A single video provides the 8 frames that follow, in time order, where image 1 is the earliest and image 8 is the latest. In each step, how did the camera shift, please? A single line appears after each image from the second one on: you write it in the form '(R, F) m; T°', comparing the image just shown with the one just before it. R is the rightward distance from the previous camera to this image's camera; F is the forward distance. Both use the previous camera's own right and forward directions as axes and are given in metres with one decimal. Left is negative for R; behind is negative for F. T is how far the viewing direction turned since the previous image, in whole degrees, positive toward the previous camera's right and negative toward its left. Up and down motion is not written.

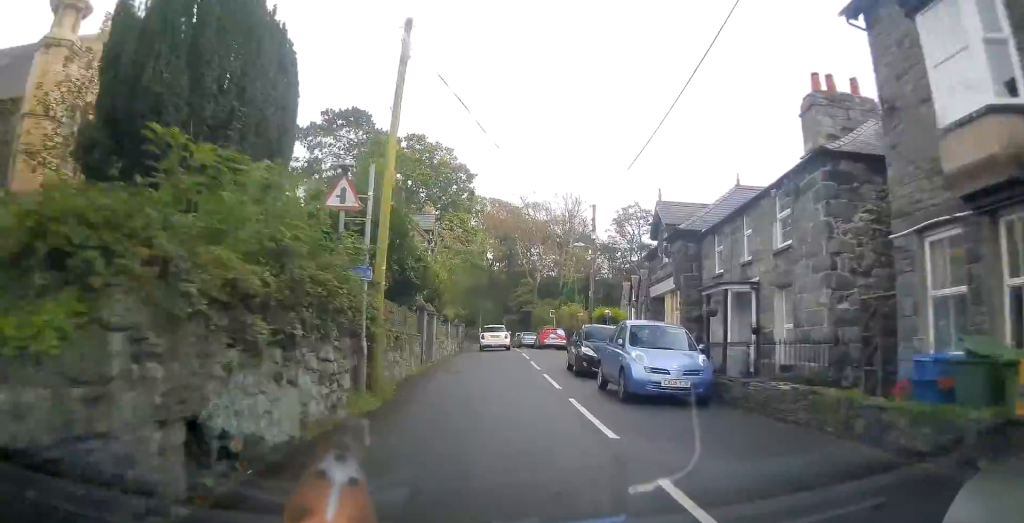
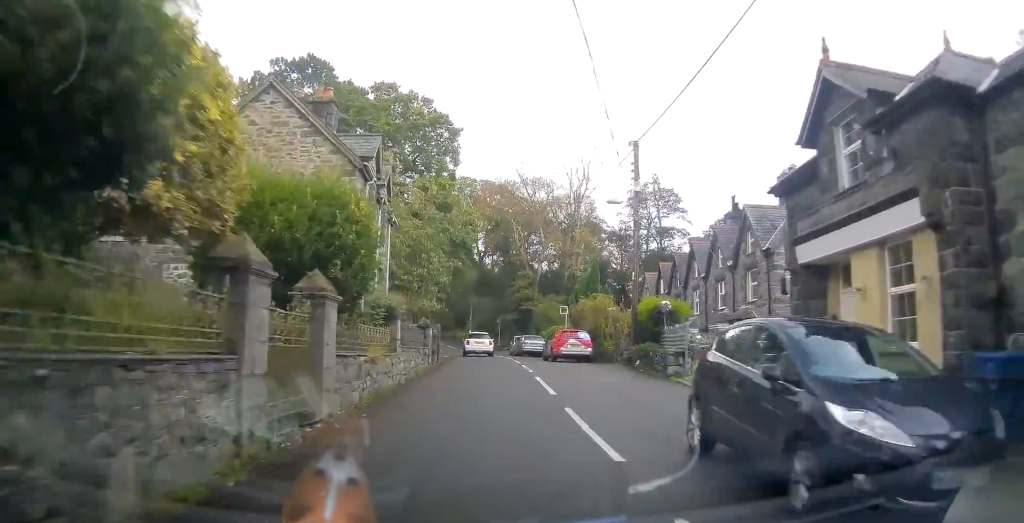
(0.0, +13.3) m; 0°
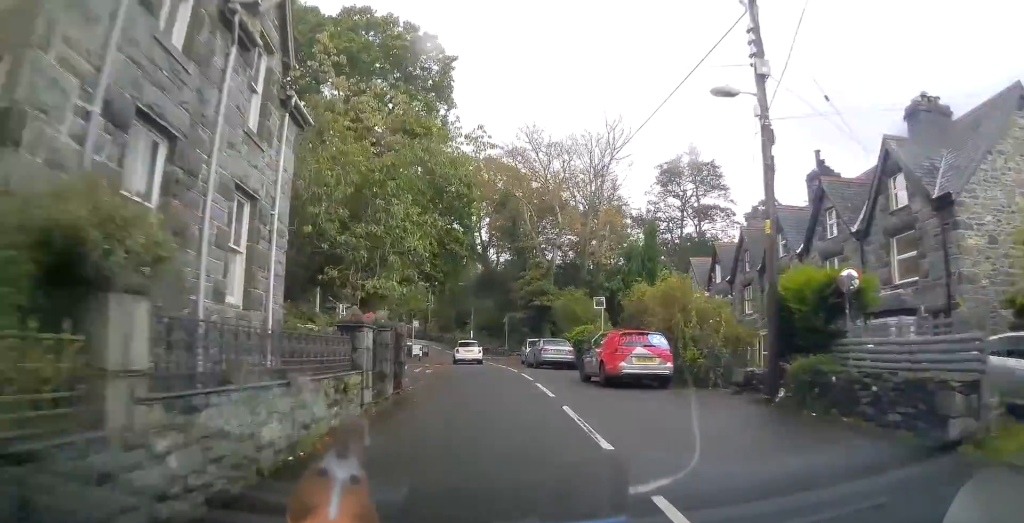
(-0.1, +11.2) m; -1°
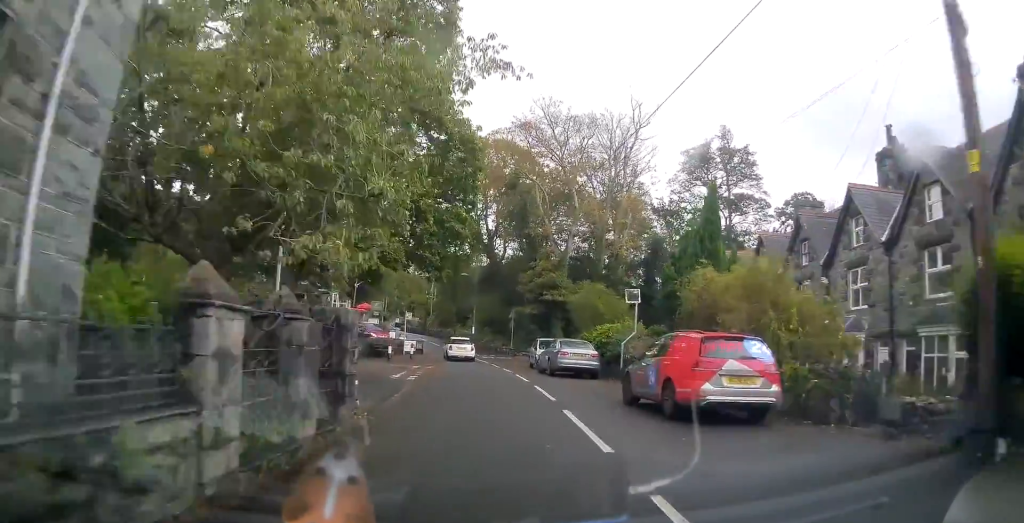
(0.0, +5.6) m; 0°
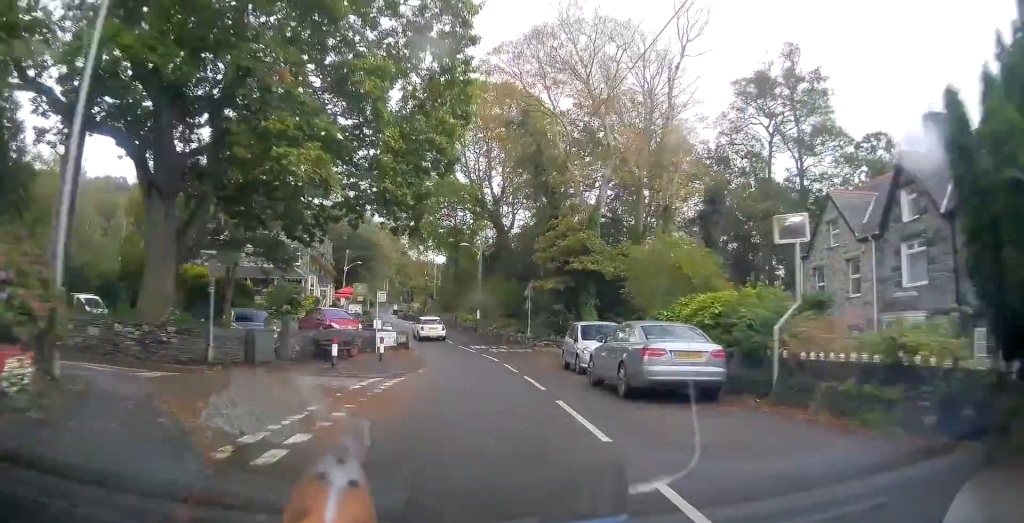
(+0.2, +11.4) m; +1°
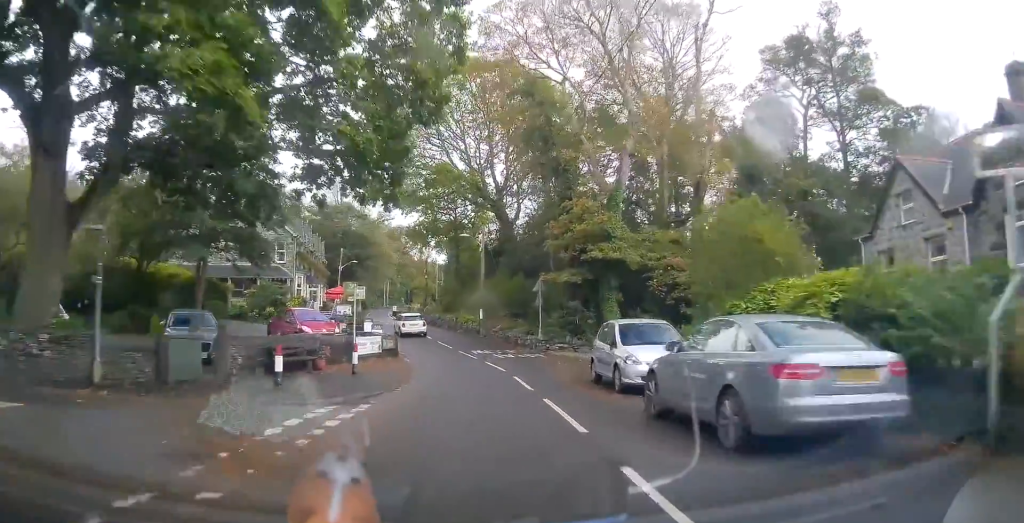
(+0.1, +5.1) m; 0°
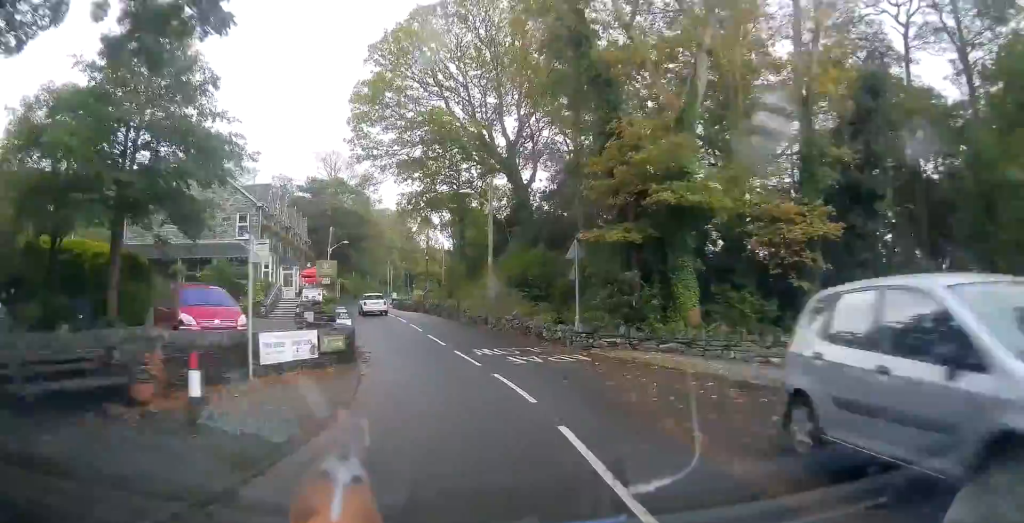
(-0.3, +10.0) m; -3°
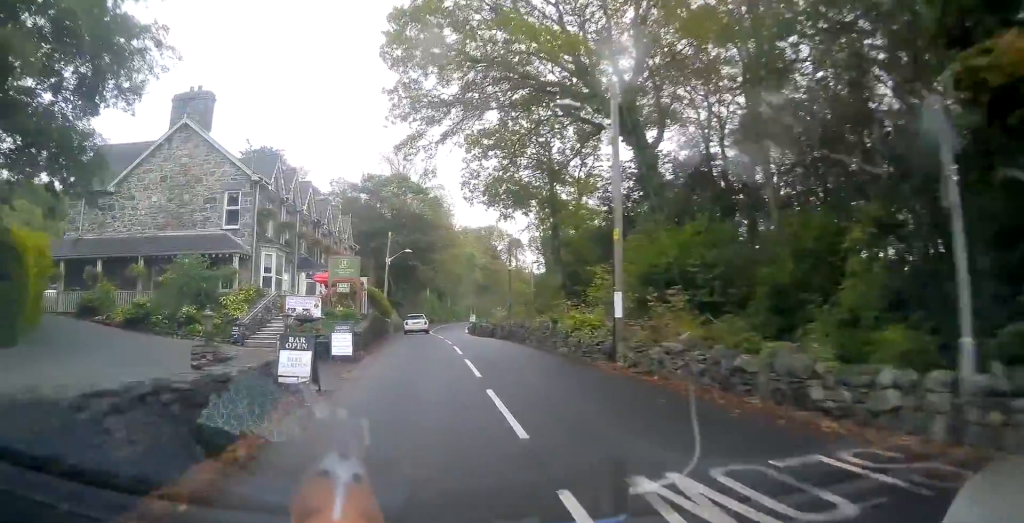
(-0.5, +14.2) m; -6°
